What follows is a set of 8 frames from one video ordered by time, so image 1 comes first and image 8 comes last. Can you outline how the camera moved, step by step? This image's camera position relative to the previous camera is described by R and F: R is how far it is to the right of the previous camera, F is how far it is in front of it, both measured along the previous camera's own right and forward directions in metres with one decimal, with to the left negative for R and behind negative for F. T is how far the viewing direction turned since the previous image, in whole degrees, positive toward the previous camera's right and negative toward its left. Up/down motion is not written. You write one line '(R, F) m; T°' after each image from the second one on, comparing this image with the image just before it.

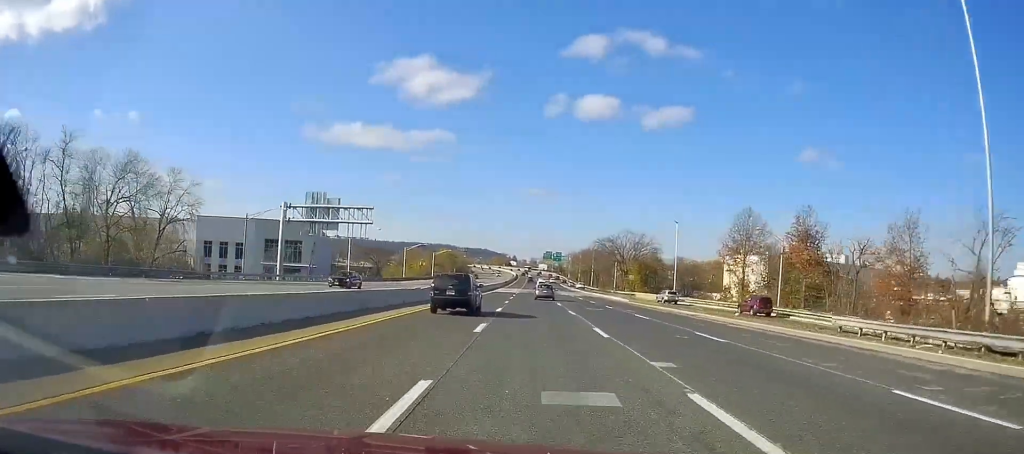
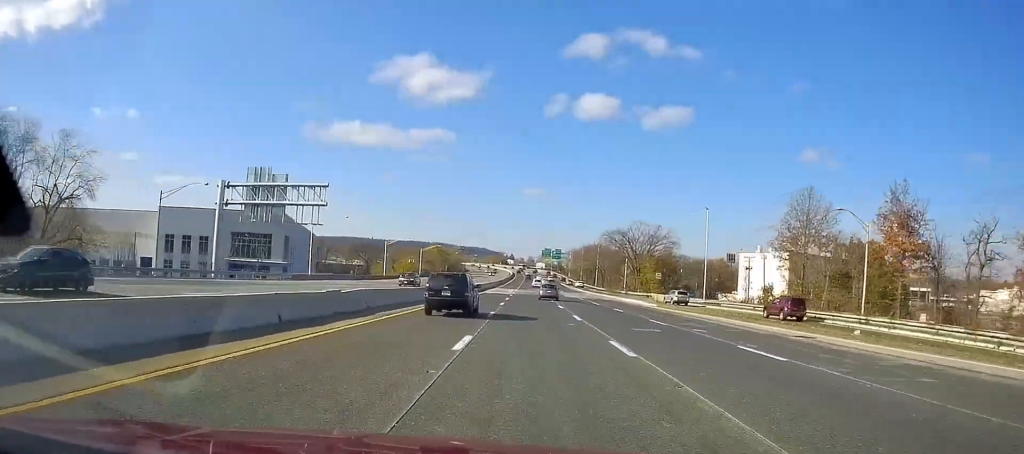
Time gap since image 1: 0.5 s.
(-0.2, +16.6) m; 0°
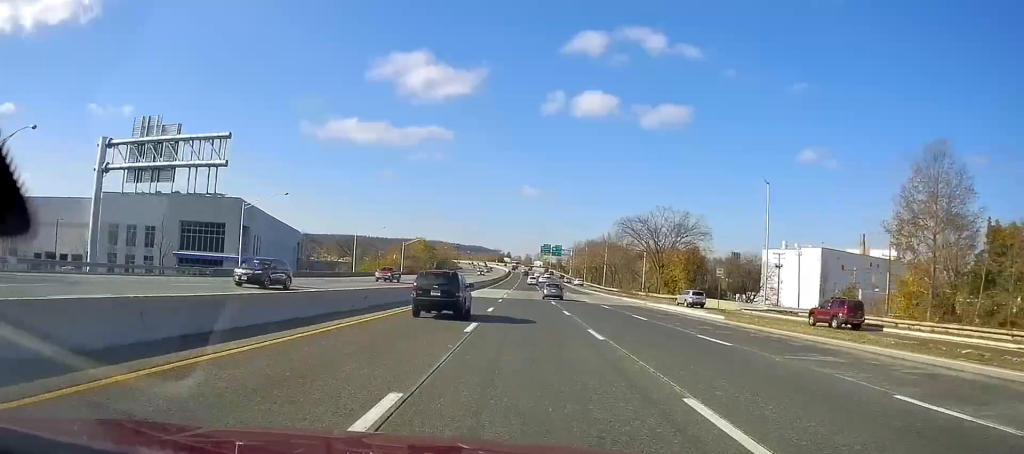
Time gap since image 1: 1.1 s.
(+0.7, +20.0) m; 0°
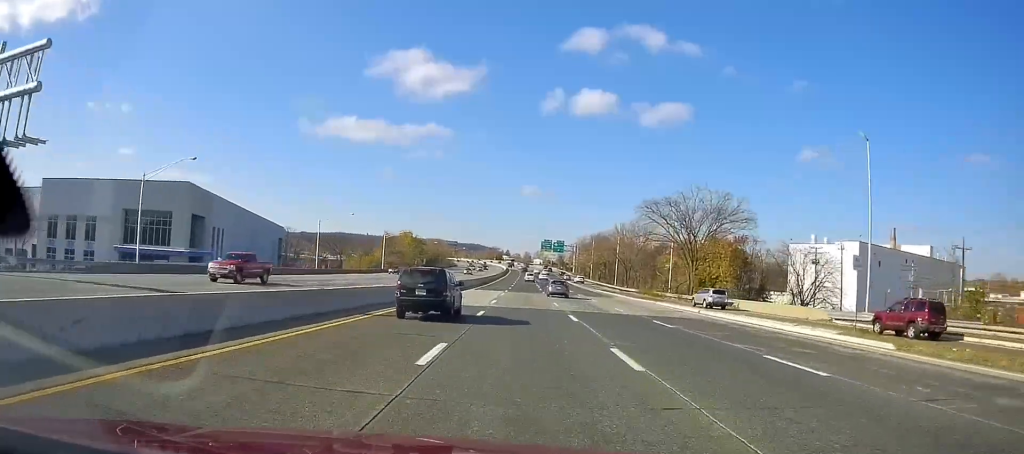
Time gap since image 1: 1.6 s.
(+0.1, +17.9) m; 0°
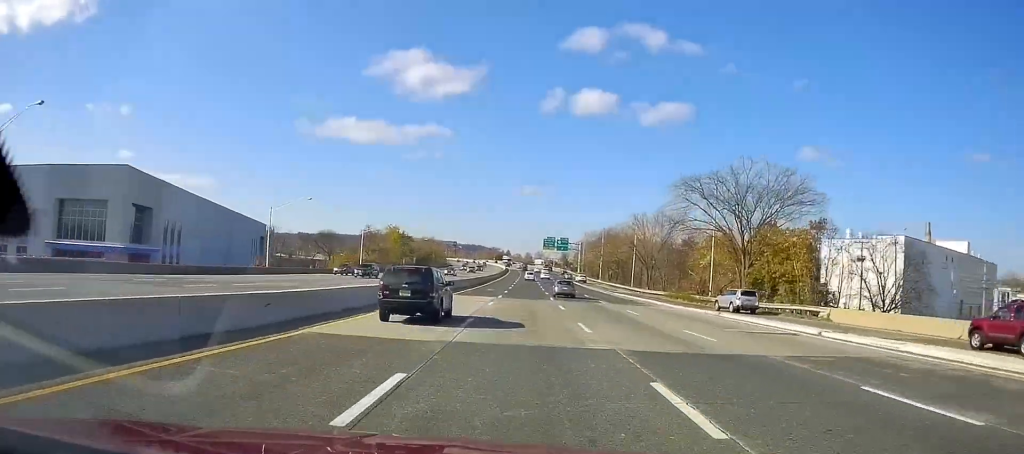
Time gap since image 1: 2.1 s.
(-0.4, +17.0) m; 0°
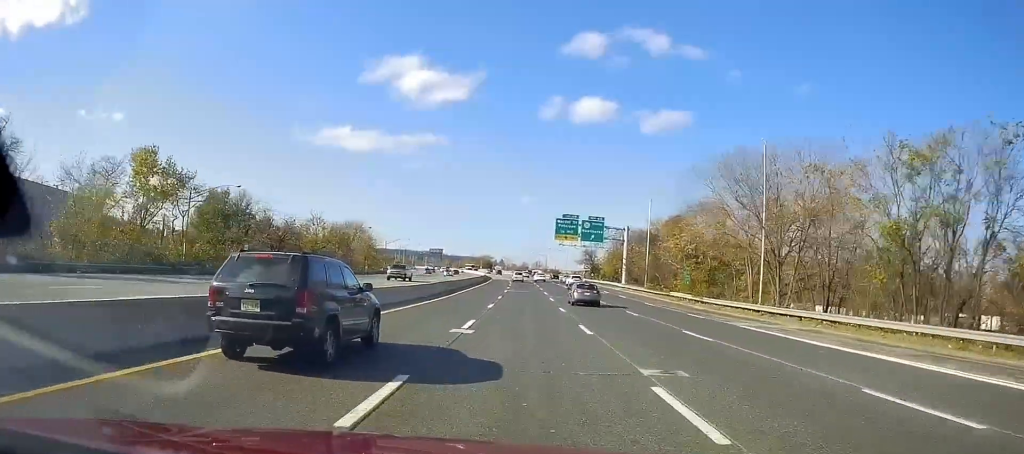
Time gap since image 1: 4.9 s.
(+2.0, +94.7) m; +1°
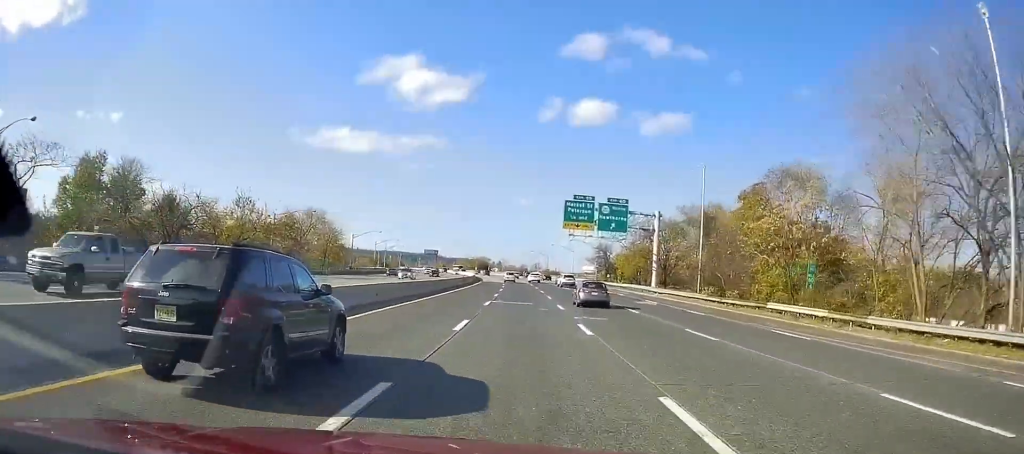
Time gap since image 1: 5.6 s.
(+0.1, +25.1) m; 0°
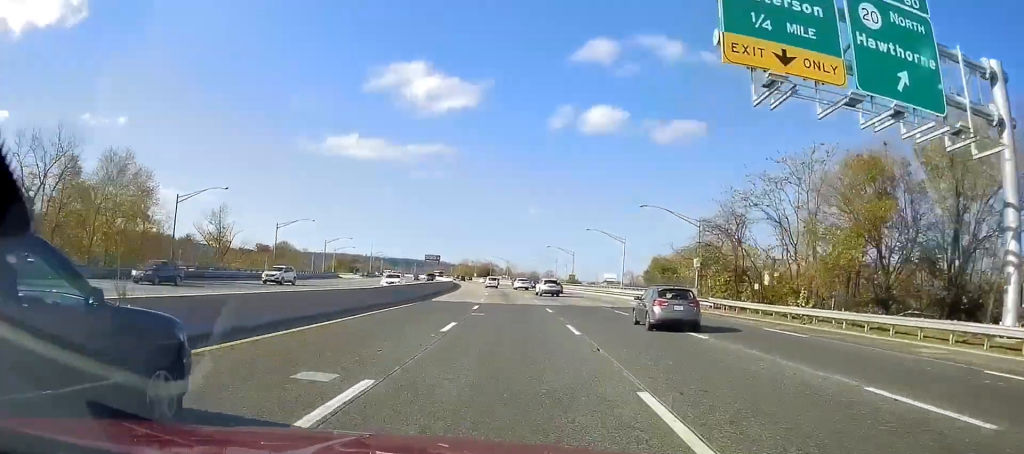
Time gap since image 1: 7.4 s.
(+0.2, +59.9) m; 0°
